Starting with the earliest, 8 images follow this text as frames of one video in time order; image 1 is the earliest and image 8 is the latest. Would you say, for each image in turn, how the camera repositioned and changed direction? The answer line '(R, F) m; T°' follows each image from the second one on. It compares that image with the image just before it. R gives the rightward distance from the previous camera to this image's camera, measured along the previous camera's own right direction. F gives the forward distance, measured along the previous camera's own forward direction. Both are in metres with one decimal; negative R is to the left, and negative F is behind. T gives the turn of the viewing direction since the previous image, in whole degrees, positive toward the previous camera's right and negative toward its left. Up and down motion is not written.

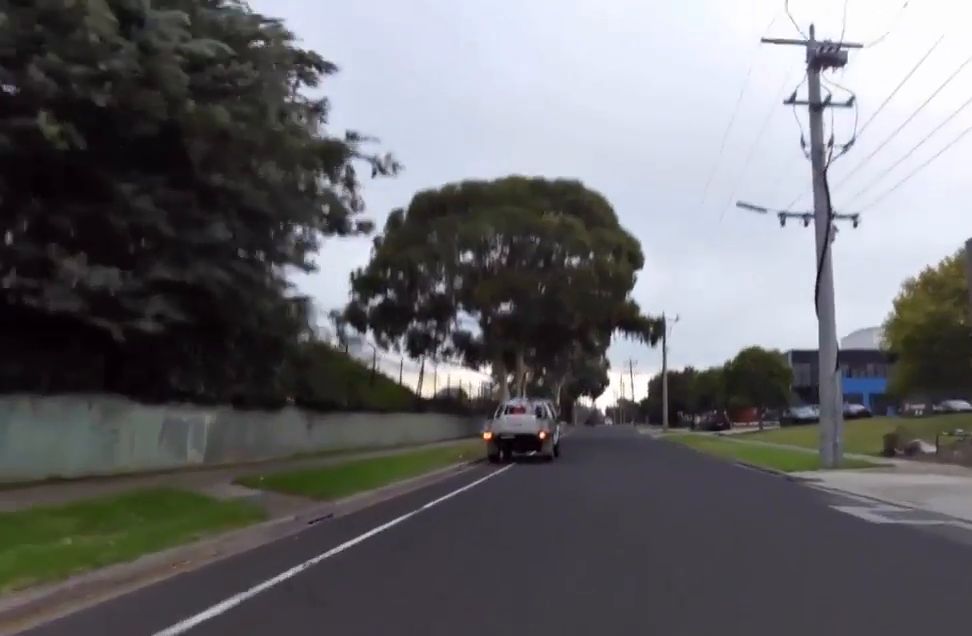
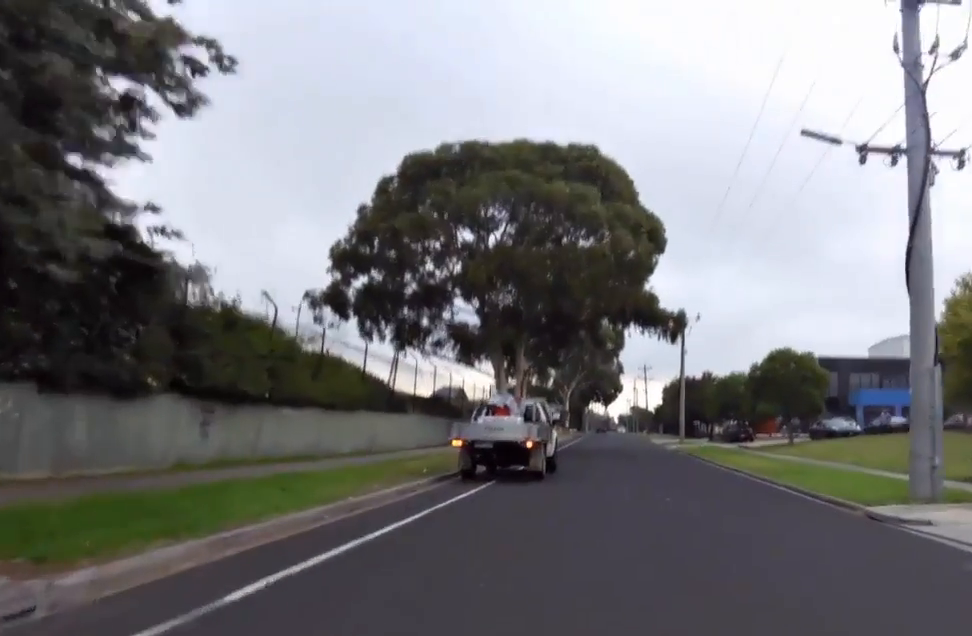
(+0.5, +5.0) m; -1°
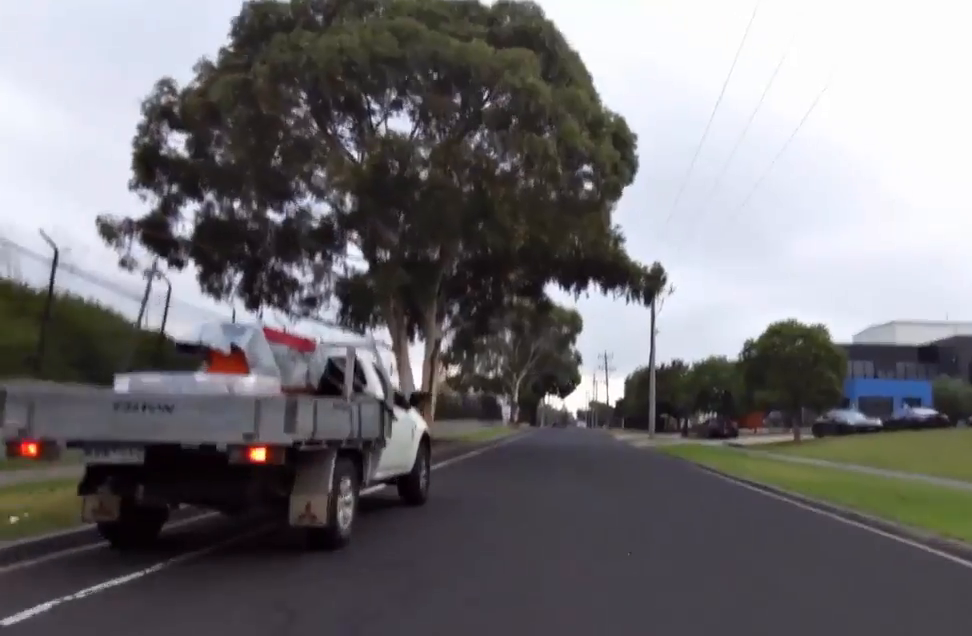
(-0.7, +10.3) m; +1°
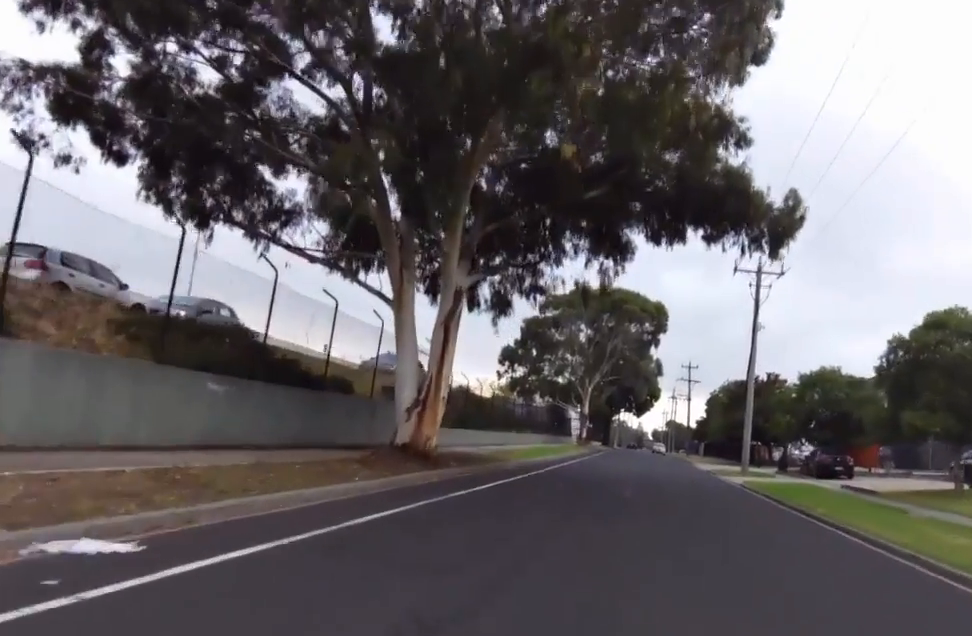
(+0.5, +8.5) m; -3°
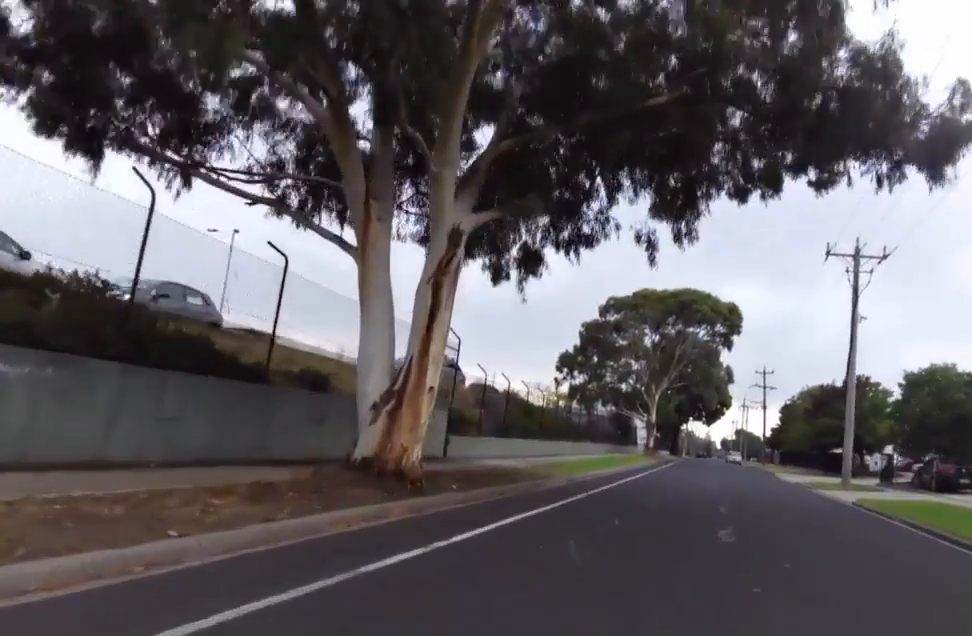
(-0.7, +6.3) m; -6°
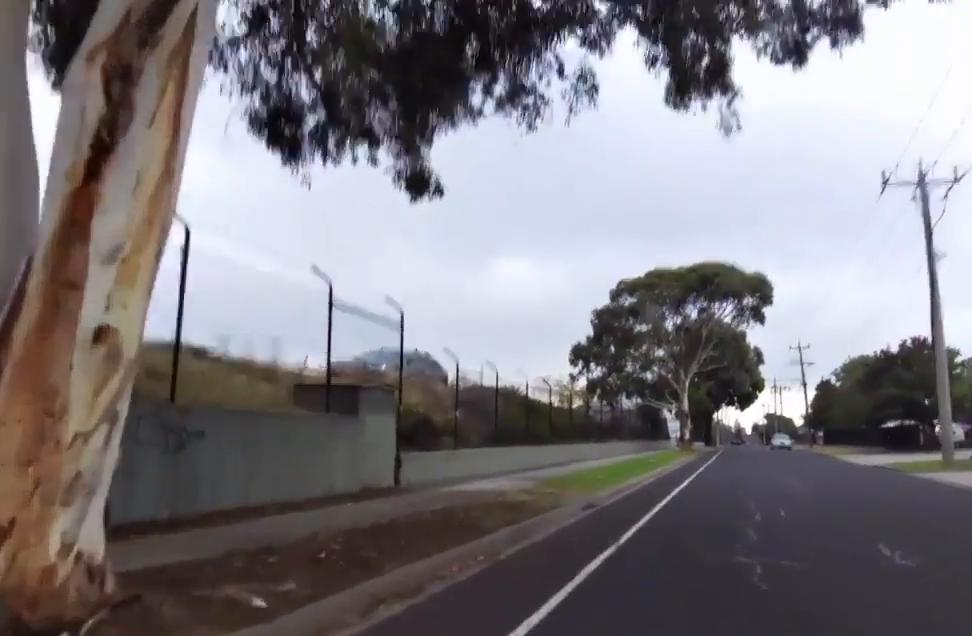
(0.0, +7.3) m; +1°
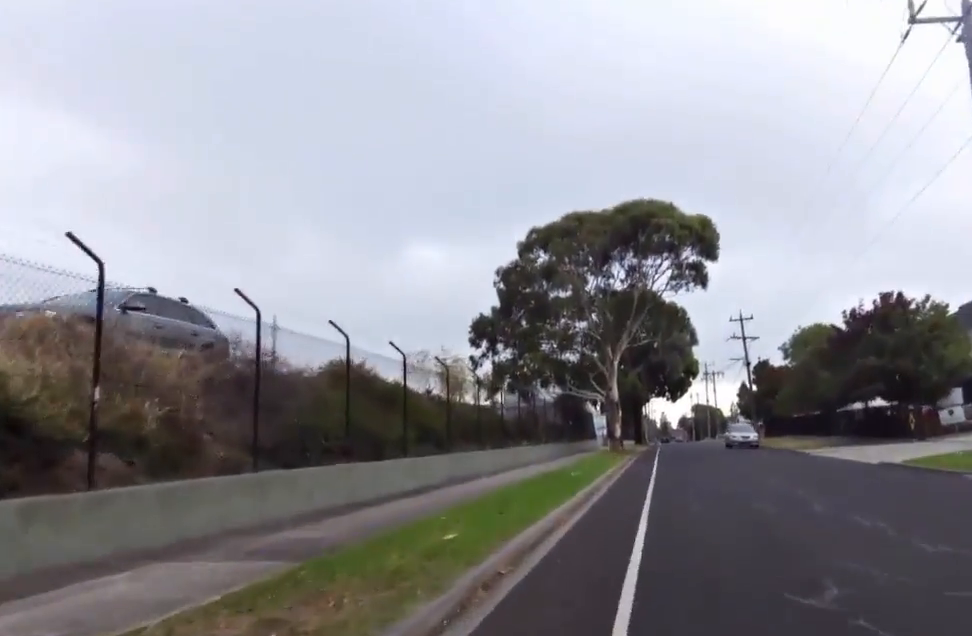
(+0.2, +8.6) m; +7°
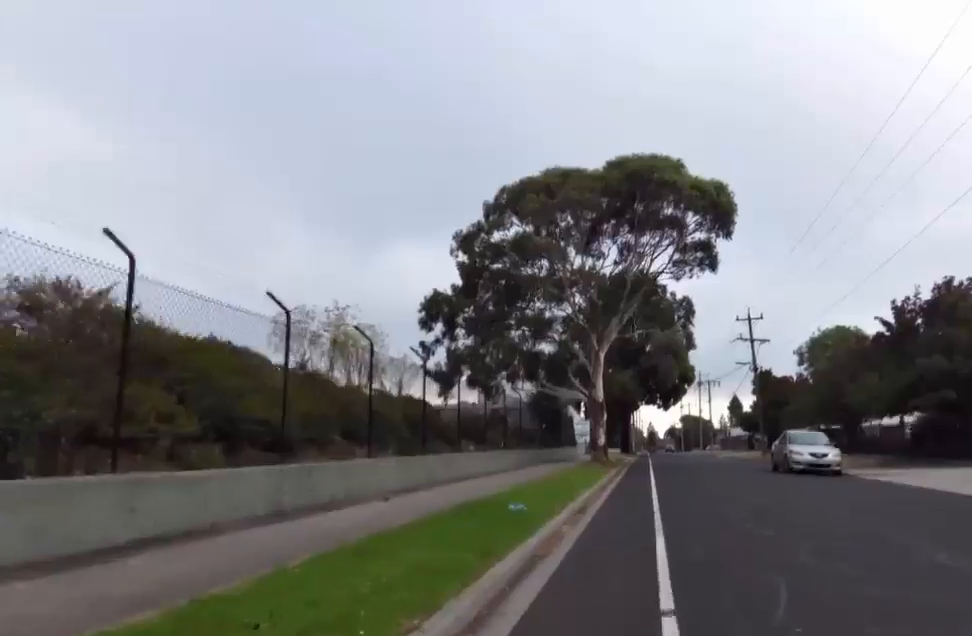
(+0.8, +8.1) m; -1°
